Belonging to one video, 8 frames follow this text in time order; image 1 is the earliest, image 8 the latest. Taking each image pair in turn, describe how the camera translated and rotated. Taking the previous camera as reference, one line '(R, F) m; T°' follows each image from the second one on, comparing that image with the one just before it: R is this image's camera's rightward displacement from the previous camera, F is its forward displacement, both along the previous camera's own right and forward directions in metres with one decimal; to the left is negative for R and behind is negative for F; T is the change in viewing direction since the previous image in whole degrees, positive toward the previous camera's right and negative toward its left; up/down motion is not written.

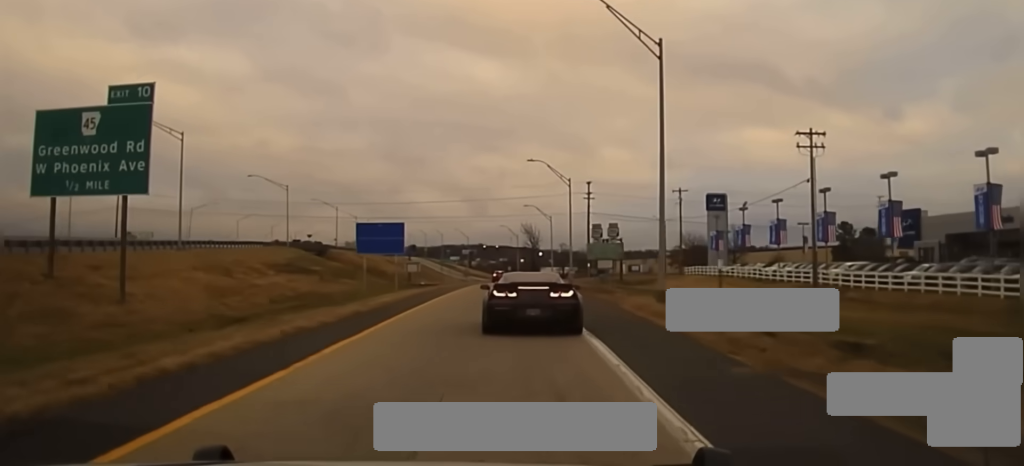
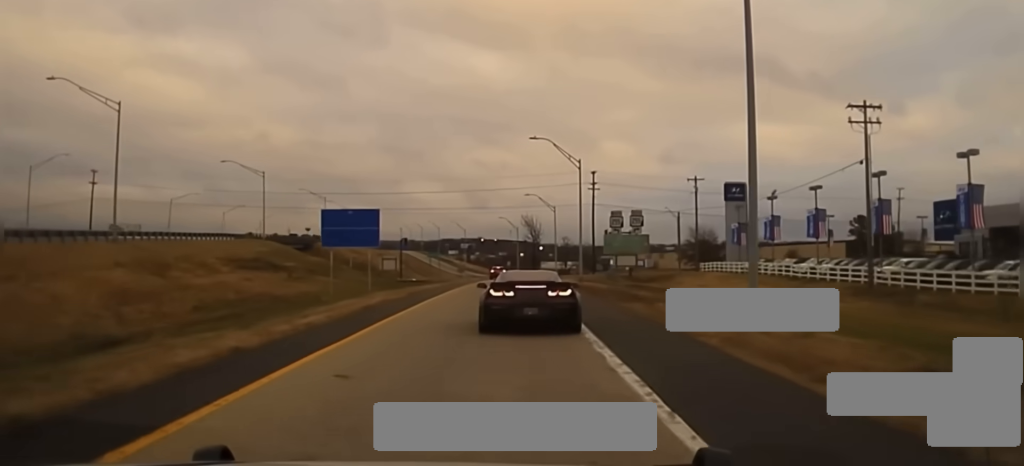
(-0.1, +12.5) m; 0°
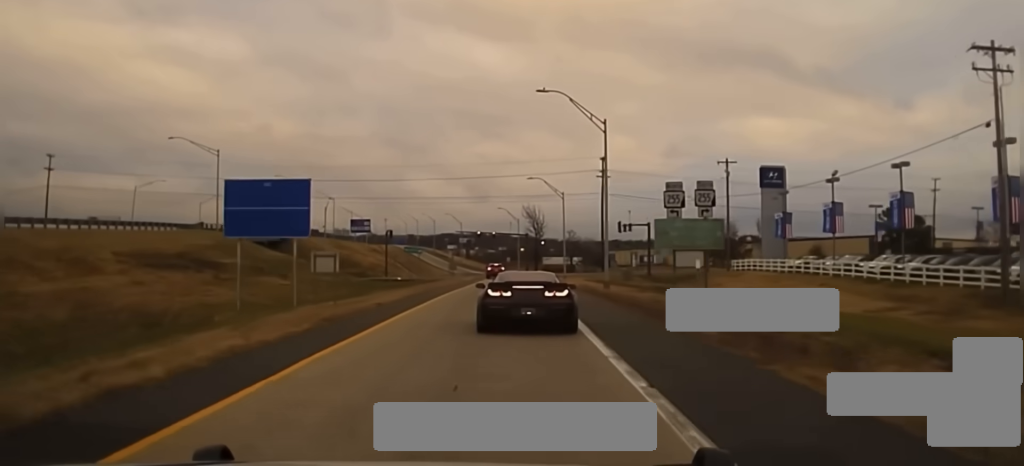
(+0.1, +18.5) m; +1°
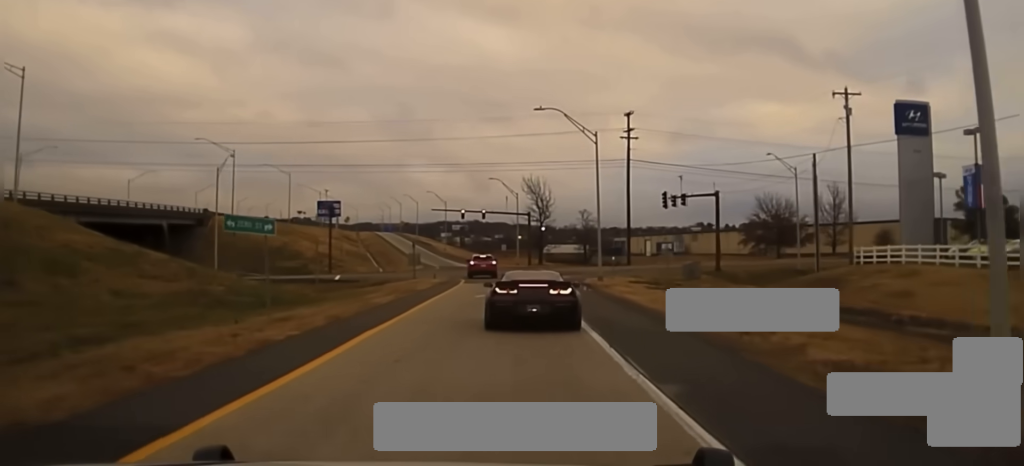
(+0.4, +41.0) m; -1°
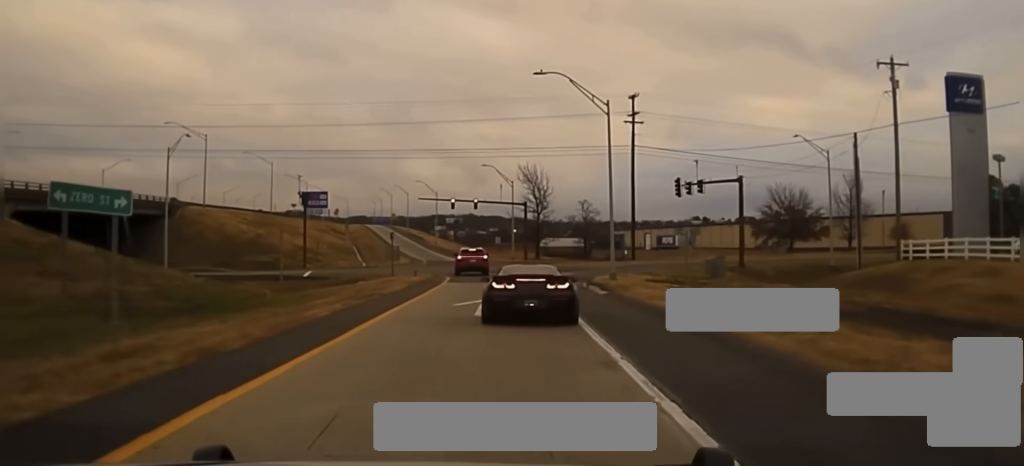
(-0.1, +9.3) m; 0°
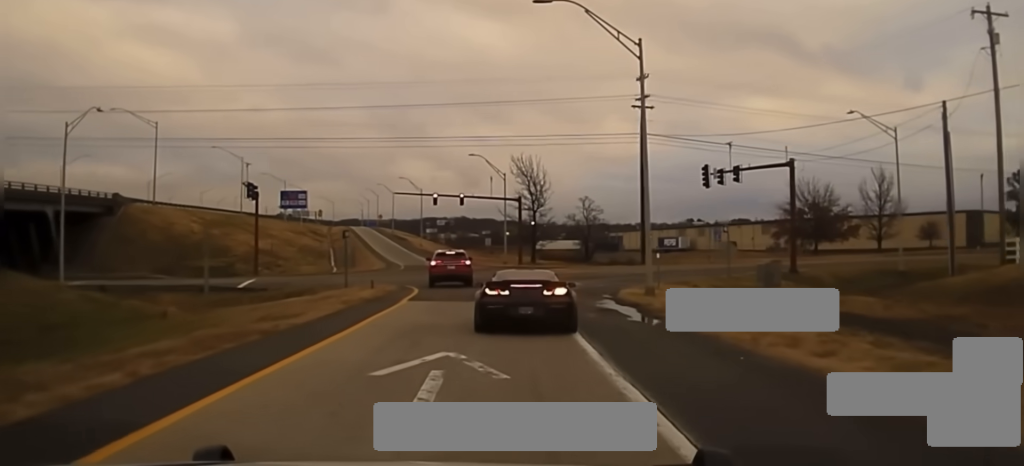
(0.0, +14.6) m; +1°
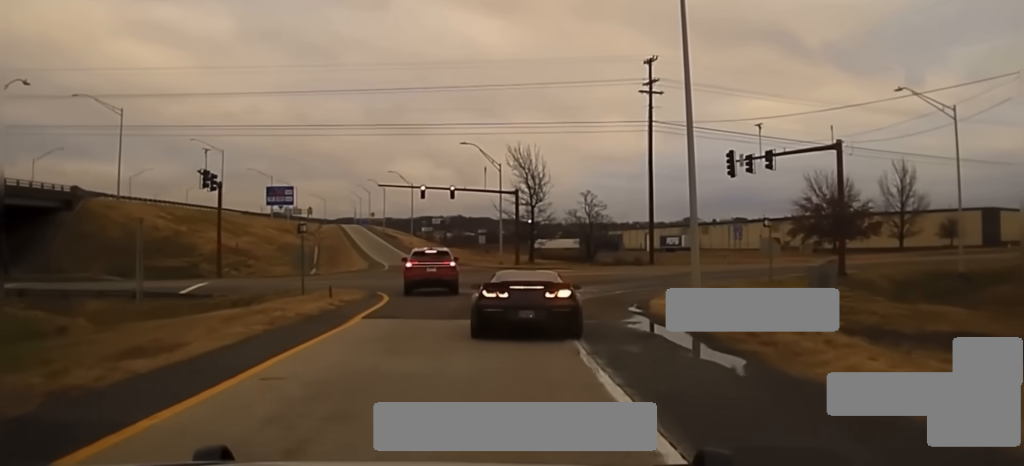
(+0.1, +8.7) m; +1°
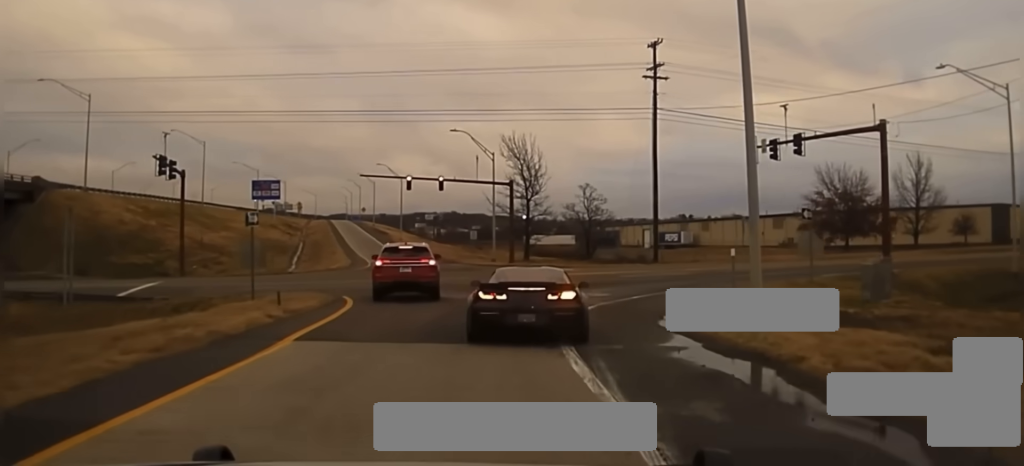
(+0.1, +6.7) m; 0°
